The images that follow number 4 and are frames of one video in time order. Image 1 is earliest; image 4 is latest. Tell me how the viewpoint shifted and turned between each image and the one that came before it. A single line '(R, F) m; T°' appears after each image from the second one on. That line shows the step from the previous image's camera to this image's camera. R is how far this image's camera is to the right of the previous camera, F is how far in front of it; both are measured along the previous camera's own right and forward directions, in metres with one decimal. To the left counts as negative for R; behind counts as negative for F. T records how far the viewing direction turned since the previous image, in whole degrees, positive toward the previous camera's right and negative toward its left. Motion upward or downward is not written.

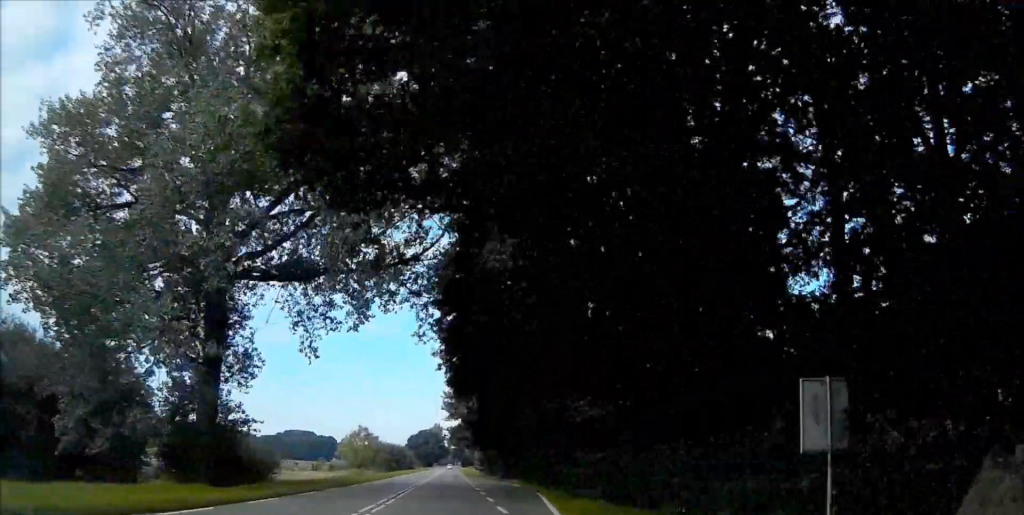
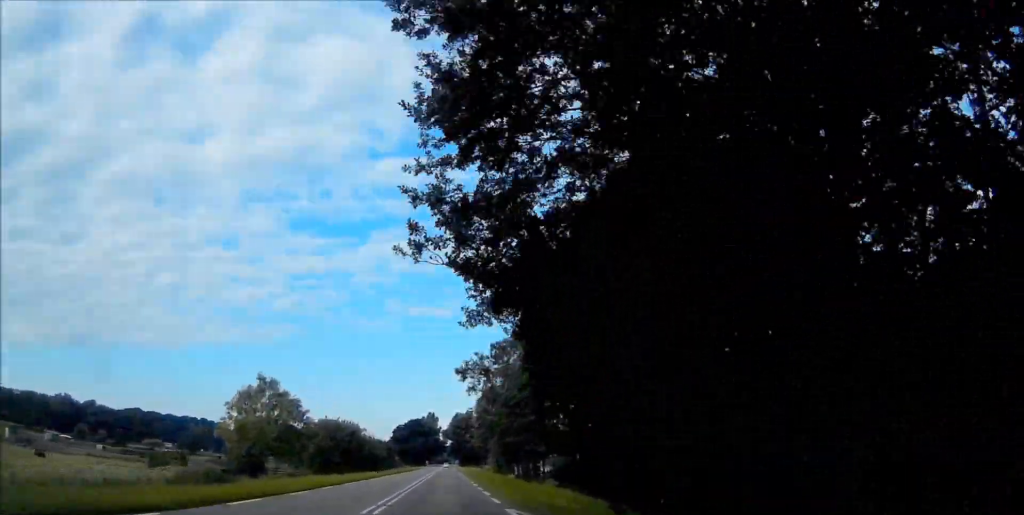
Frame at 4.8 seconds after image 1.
(+1.1, +71.7) m; 0°
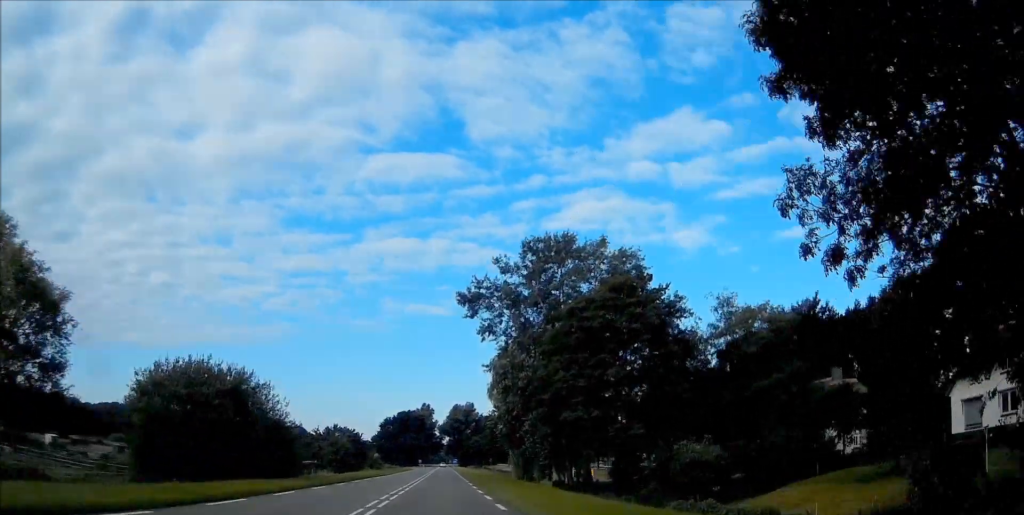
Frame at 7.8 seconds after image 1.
(-0.2, +44.7) m; 0°
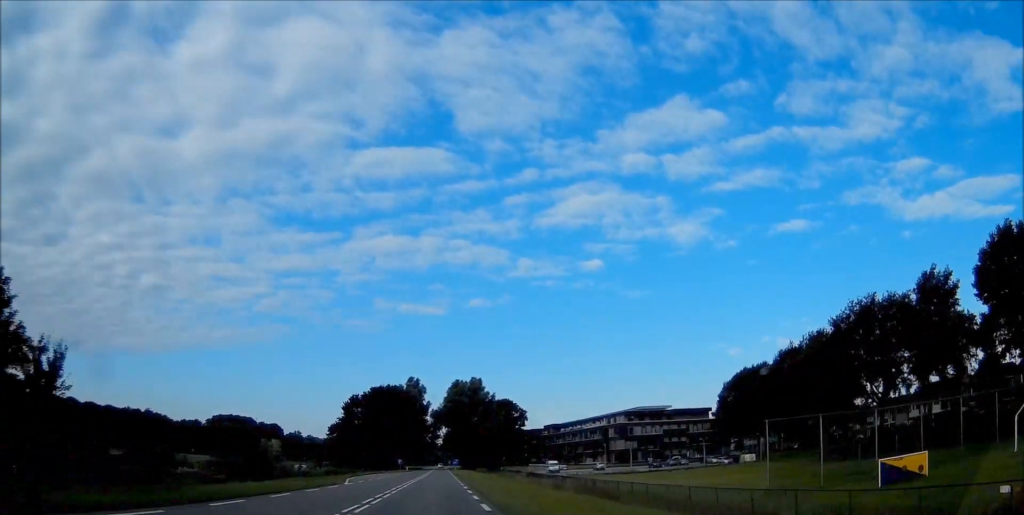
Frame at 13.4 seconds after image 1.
(+0.4, +84.7) m; 0°
